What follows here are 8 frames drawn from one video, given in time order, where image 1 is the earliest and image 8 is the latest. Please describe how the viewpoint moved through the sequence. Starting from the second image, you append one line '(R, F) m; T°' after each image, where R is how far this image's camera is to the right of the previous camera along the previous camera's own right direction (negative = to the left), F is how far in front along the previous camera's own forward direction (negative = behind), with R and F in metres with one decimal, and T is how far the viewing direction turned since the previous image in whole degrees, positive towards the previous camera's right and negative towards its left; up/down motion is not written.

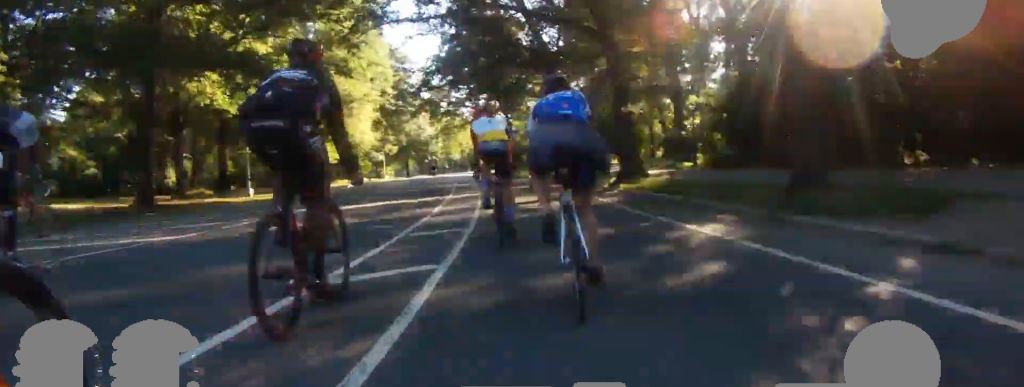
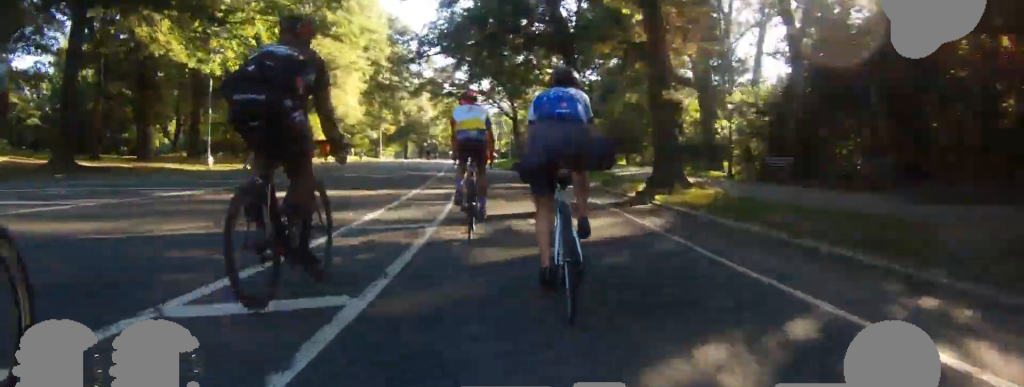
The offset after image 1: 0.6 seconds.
(0.0, +5.8) m; 0°
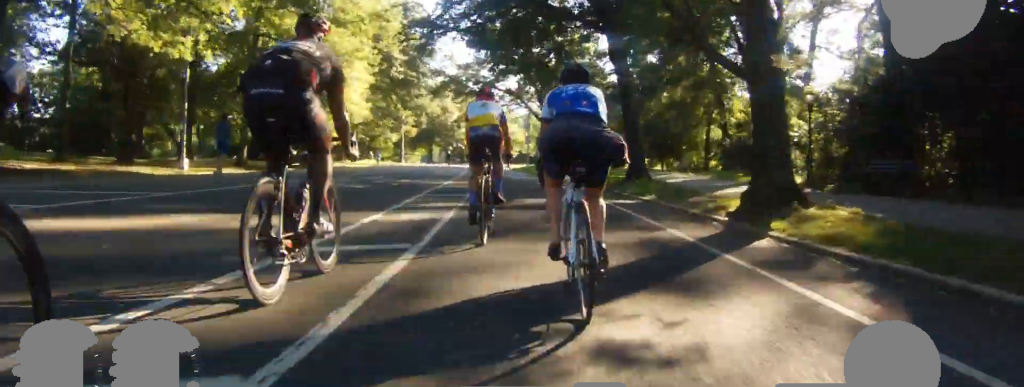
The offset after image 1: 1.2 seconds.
(0.0, +5.7) m; -4°
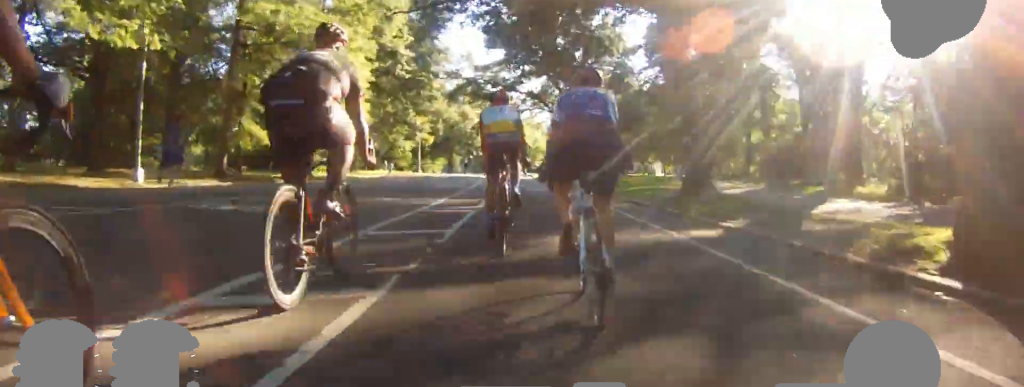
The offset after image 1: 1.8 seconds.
(0.0, +5.6) m; -3°
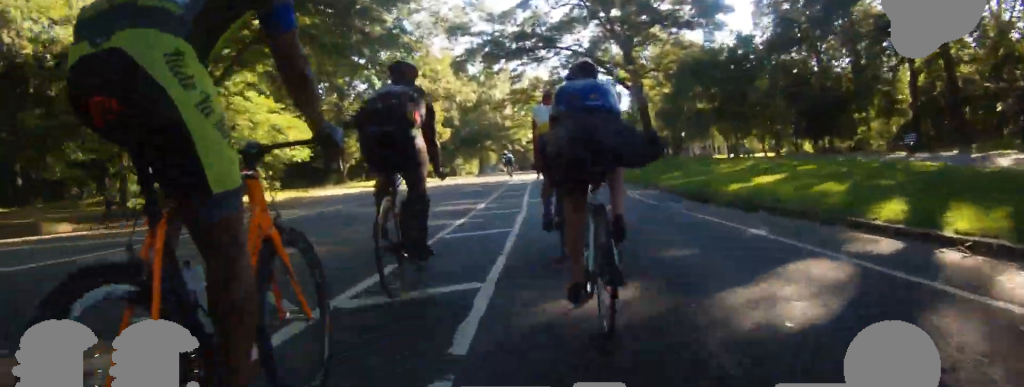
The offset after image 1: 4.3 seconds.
(-0.8, +23.4) m; 0°
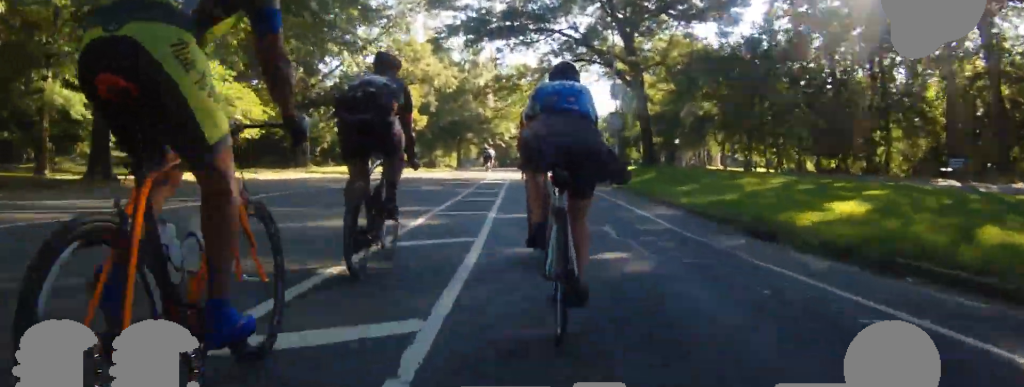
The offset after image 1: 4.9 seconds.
(0.0, +5.6) m; 0°
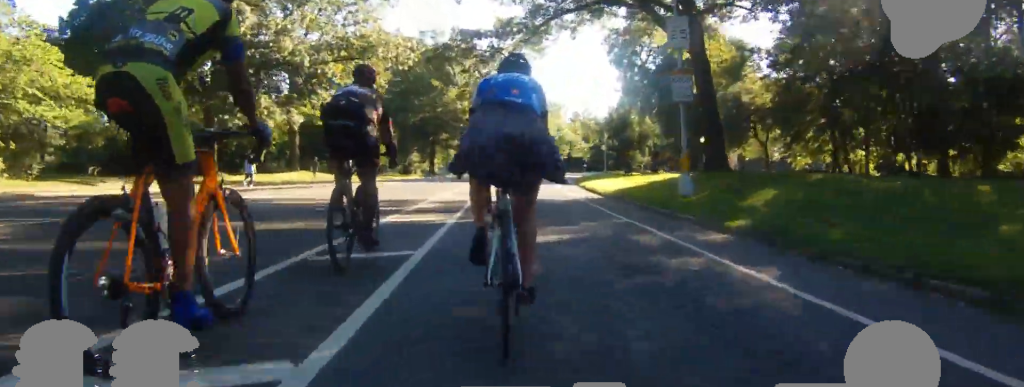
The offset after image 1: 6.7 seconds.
(0.0, +16.5) m; 0°
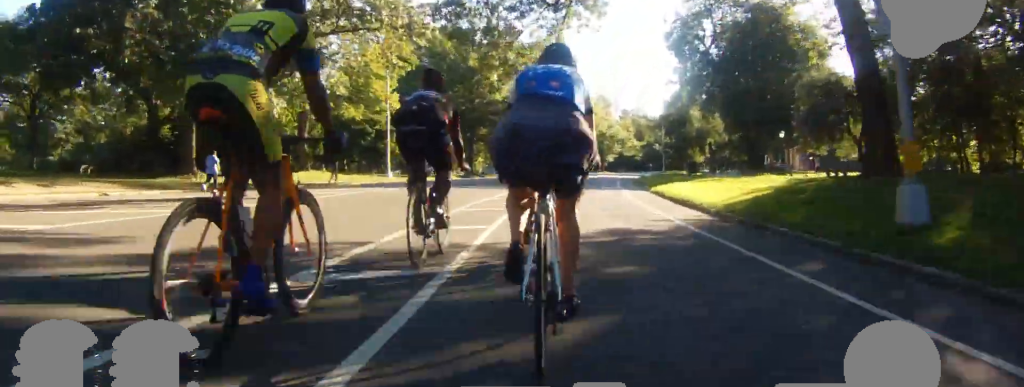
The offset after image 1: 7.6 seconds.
(0.0, +8.8) m; +2°
